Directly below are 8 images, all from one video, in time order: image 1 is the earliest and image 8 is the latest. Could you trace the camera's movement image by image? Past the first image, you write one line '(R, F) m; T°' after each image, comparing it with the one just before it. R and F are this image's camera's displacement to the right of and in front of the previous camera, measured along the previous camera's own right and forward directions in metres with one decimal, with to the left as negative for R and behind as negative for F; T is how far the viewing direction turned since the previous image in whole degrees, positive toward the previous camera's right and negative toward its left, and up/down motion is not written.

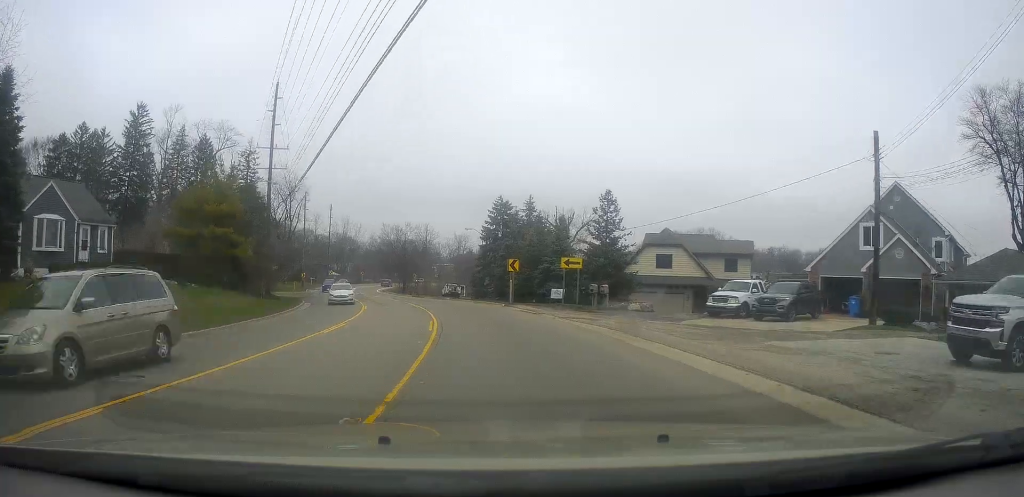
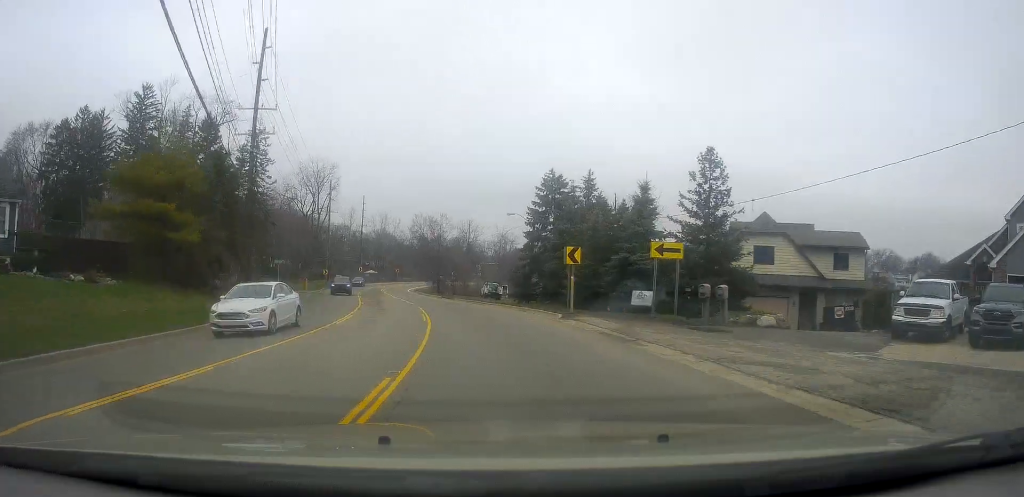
(-0.3, +12.5) m; -4°
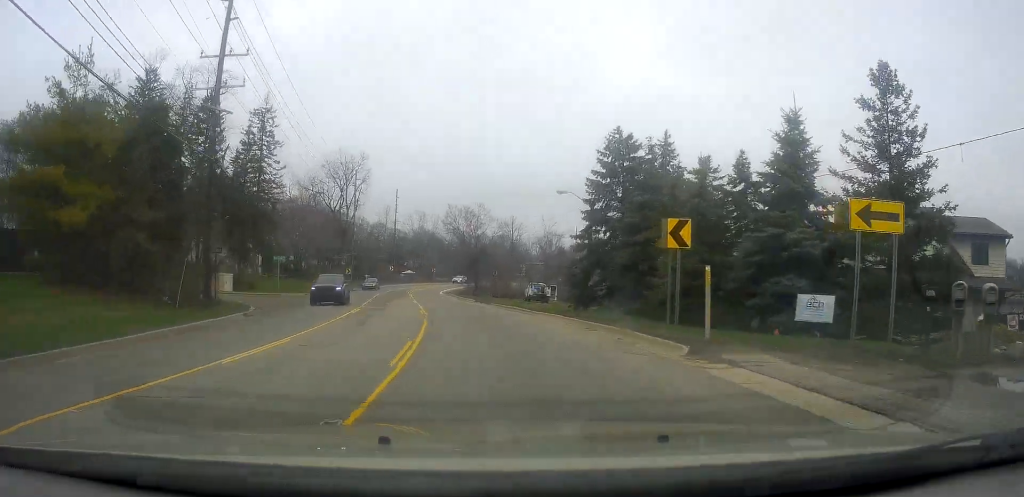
(-0.4, +11.3) m; -3°
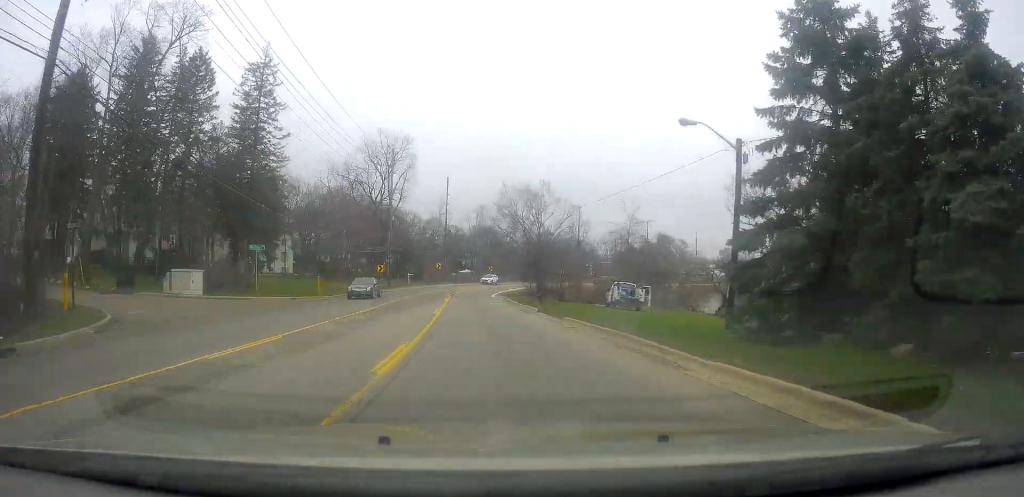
(-0.6, +16.6) m; -7°
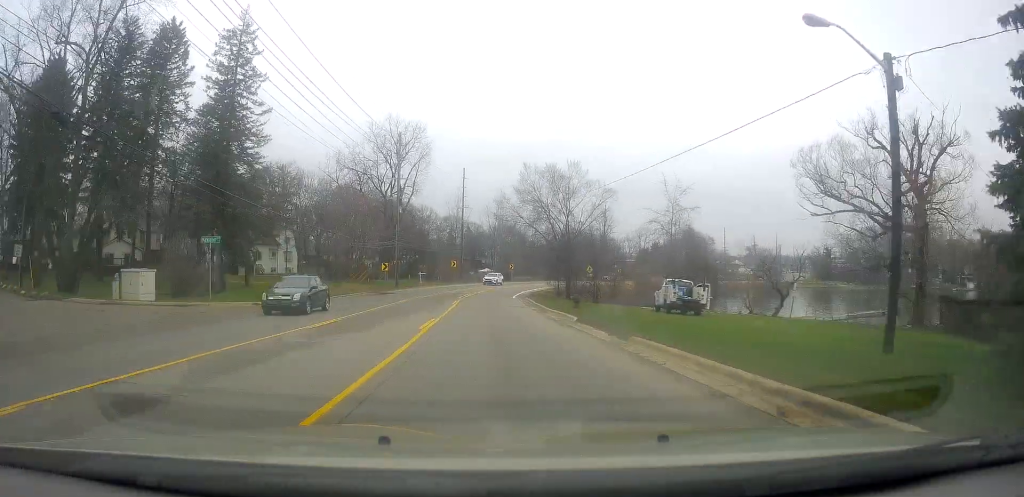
(-0.2, +8.8) m; -4°
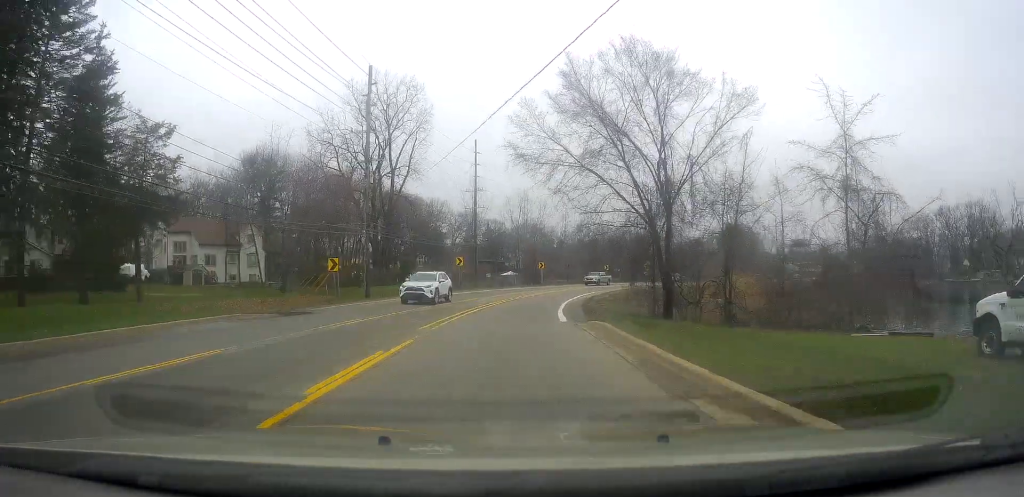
(-2.1, +25.0) m; -5°
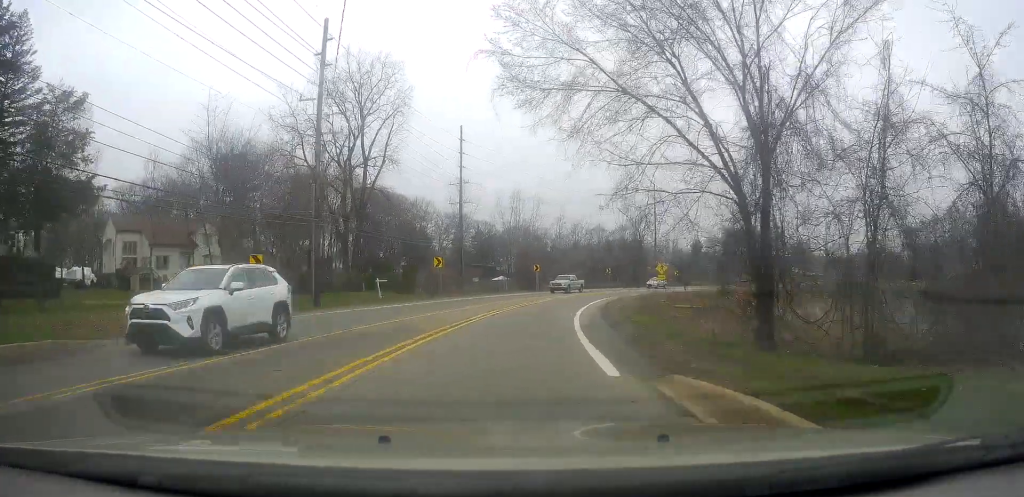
(0.0, +10.5) m; 0°
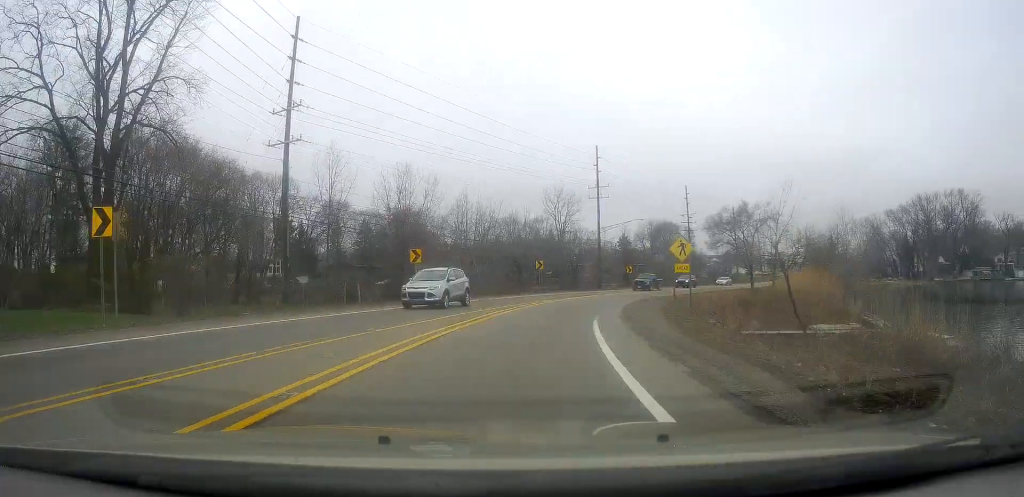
(+1.1, +32.5) m; +9°
